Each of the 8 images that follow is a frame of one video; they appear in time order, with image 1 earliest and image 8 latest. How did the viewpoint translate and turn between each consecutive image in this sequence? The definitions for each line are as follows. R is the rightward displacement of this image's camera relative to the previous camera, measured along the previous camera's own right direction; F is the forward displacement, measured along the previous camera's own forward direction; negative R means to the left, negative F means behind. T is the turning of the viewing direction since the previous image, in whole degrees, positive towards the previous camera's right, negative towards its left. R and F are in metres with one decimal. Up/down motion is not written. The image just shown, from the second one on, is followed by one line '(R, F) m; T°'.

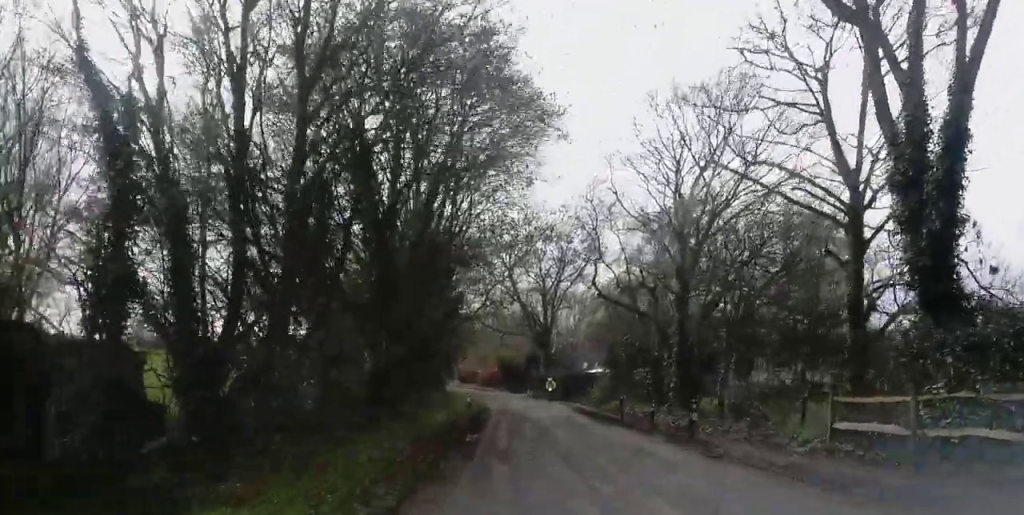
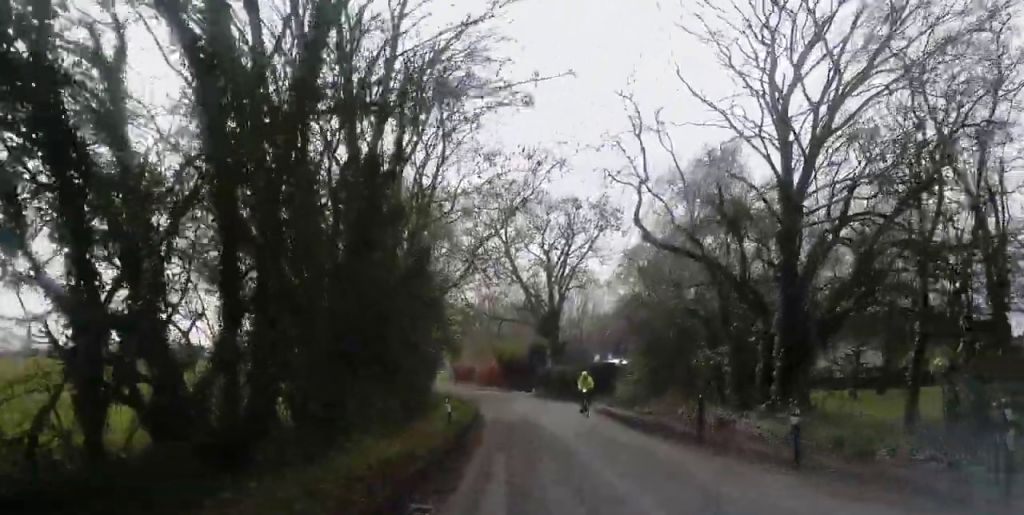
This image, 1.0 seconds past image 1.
(0.0, +11.6) m; +1°
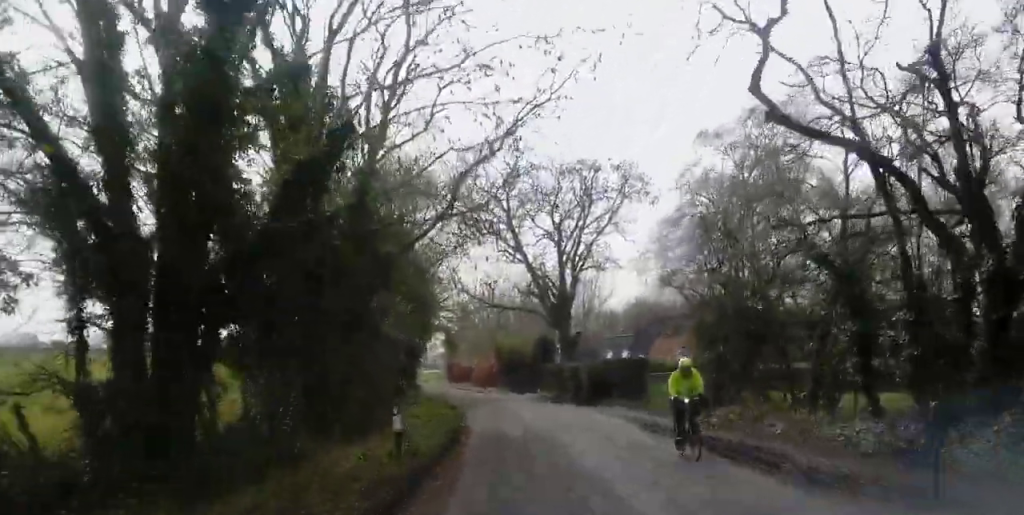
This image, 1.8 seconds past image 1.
(+0.2, +10.0) m; -2°
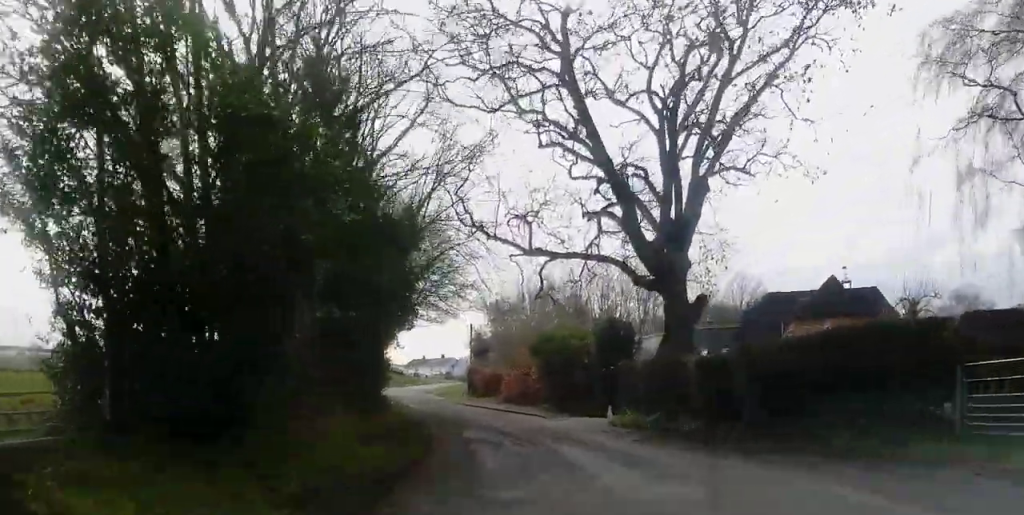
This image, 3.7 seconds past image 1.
(-1.2, +24.4) m; -5°
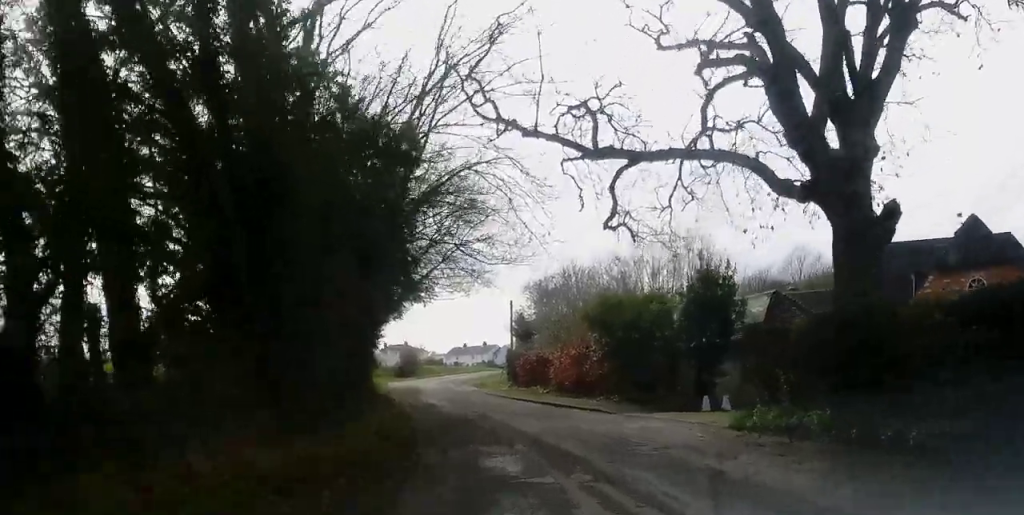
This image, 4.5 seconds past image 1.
(-0.4, +10.7) m; -3°
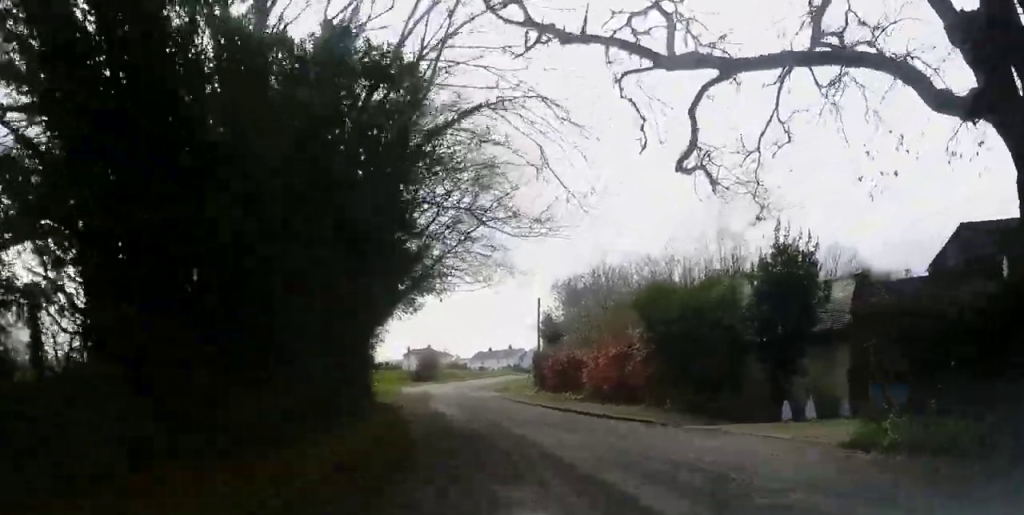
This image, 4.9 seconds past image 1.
(-0.1, +5.3) m; -2°
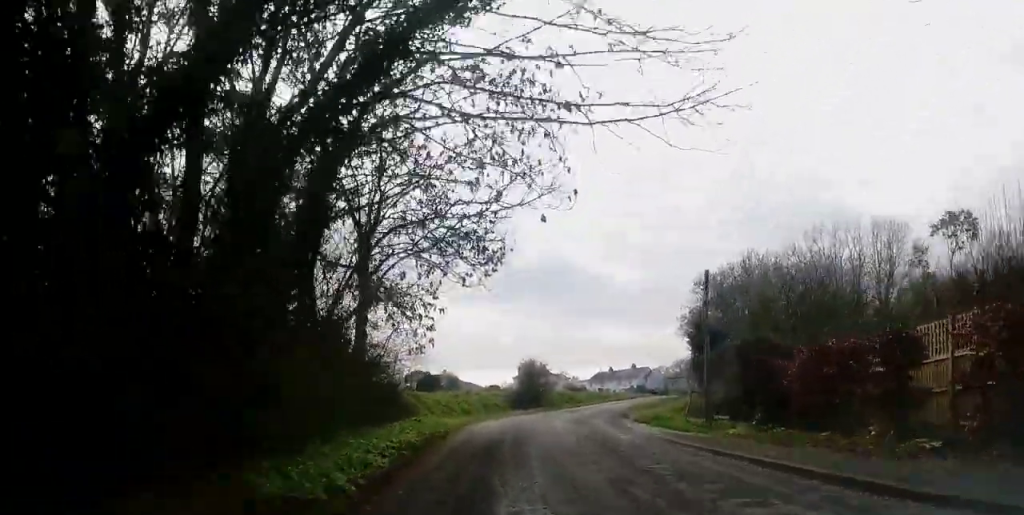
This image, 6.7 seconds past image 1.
(-0.9, +22.4) m; -6°
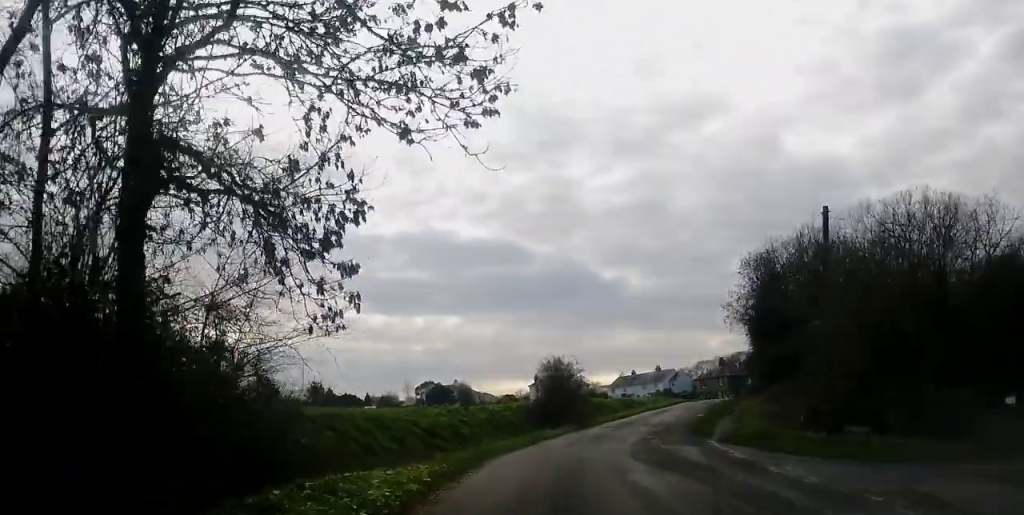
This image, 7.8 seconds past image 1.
(-0.6, +13.4) m; -2°
